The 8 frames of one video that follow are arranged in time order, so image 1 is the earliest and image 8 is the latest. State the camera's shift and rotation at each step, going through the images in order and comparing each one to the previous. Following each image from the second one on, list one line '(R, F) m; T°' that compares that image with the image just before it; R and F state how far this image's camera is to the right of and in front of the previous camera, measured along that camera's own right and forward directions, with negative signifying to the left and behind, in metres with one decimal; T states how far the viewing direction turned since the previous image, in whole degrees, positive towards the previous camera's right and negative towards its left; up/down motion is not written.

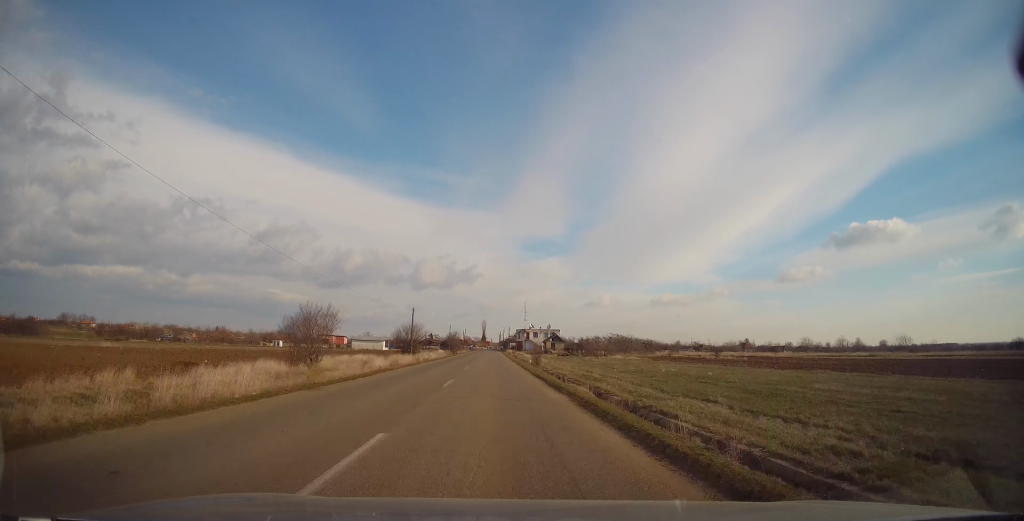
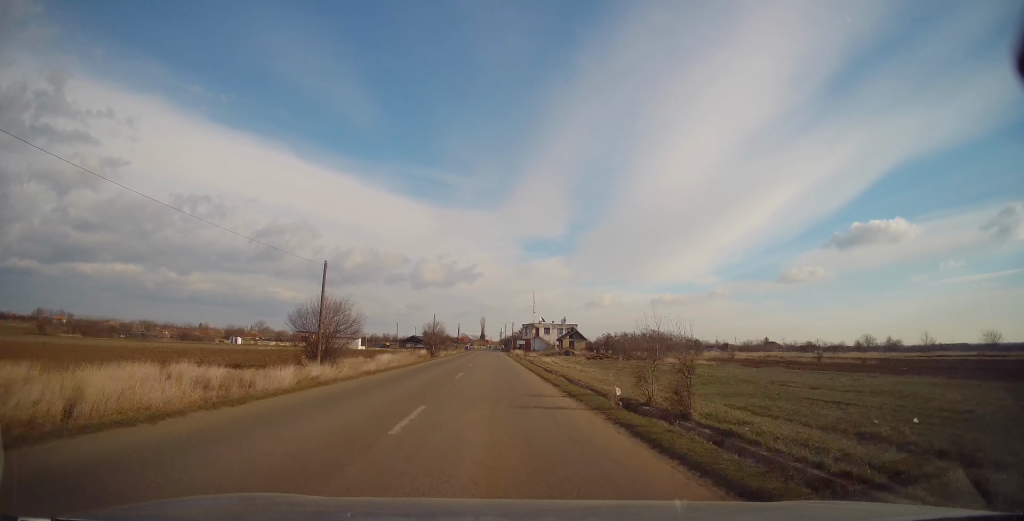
(0.0, +32.9) m; 0°
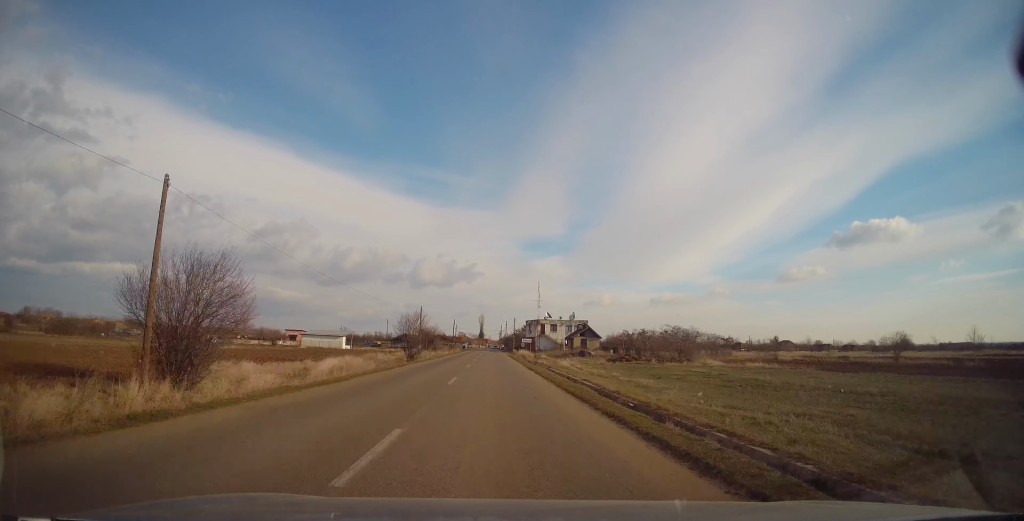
(-0.2, +15.3) m; +1°
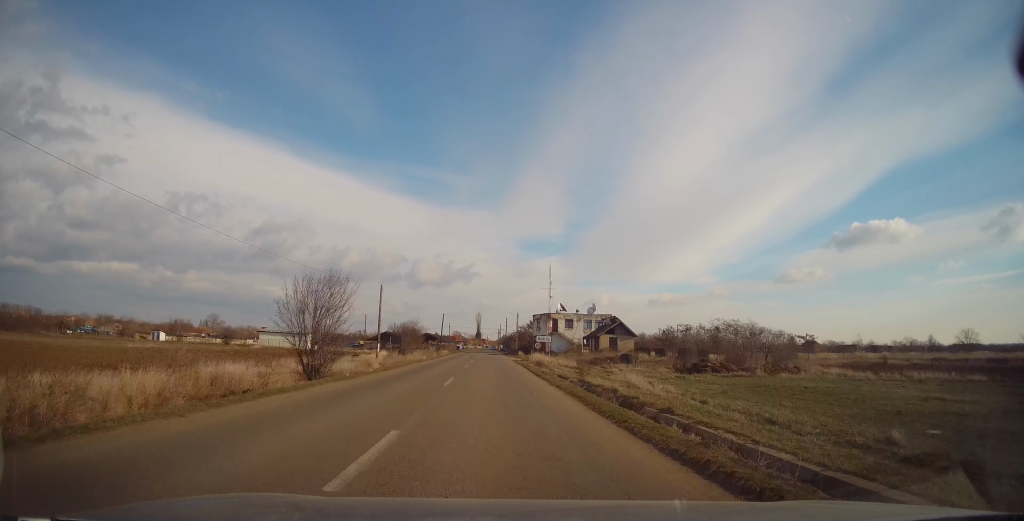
(+0.6, +23.3) m; 0°
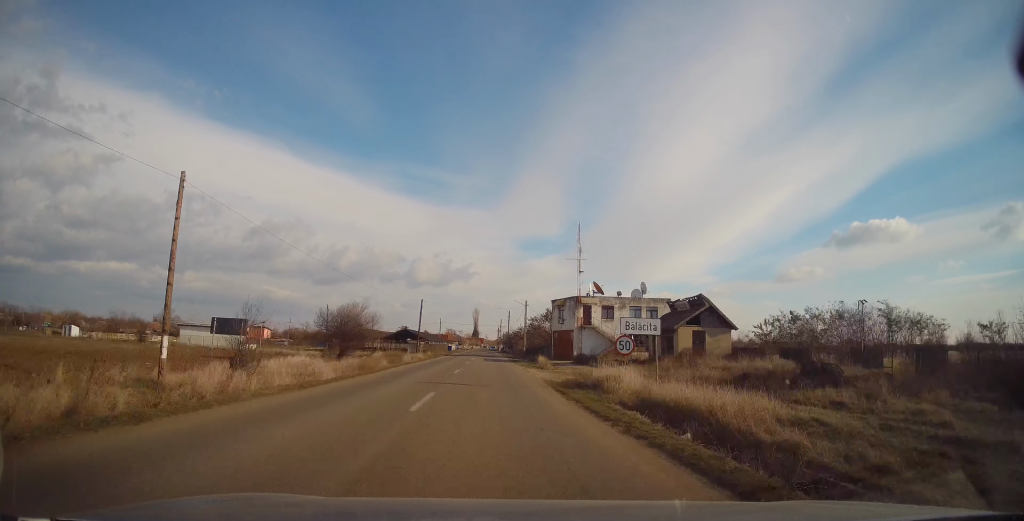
(-0.8, +28.8) m; -2°
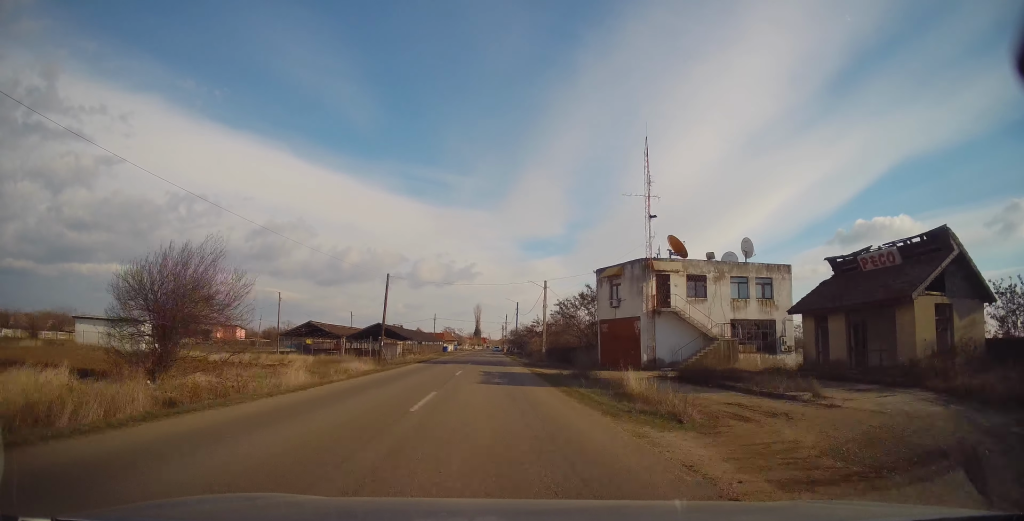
(0.0, +24.8) m; +1°
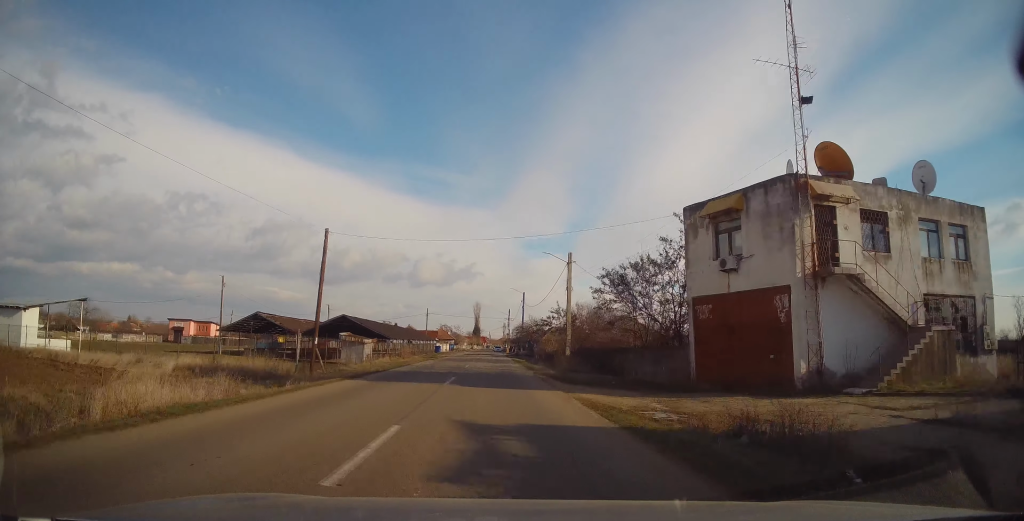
(+0.2, +16.9) m; +1°
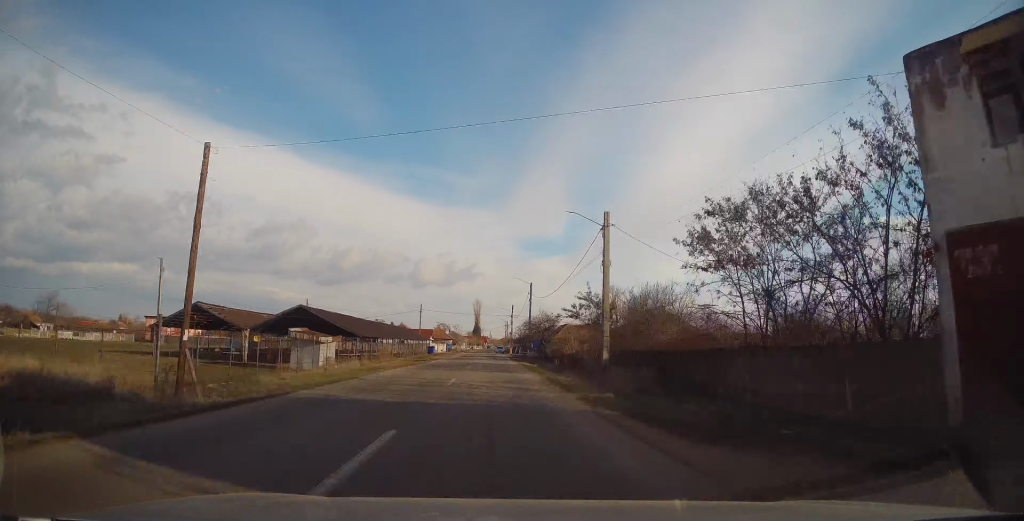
(+0.1, +12.7) m; 0°
